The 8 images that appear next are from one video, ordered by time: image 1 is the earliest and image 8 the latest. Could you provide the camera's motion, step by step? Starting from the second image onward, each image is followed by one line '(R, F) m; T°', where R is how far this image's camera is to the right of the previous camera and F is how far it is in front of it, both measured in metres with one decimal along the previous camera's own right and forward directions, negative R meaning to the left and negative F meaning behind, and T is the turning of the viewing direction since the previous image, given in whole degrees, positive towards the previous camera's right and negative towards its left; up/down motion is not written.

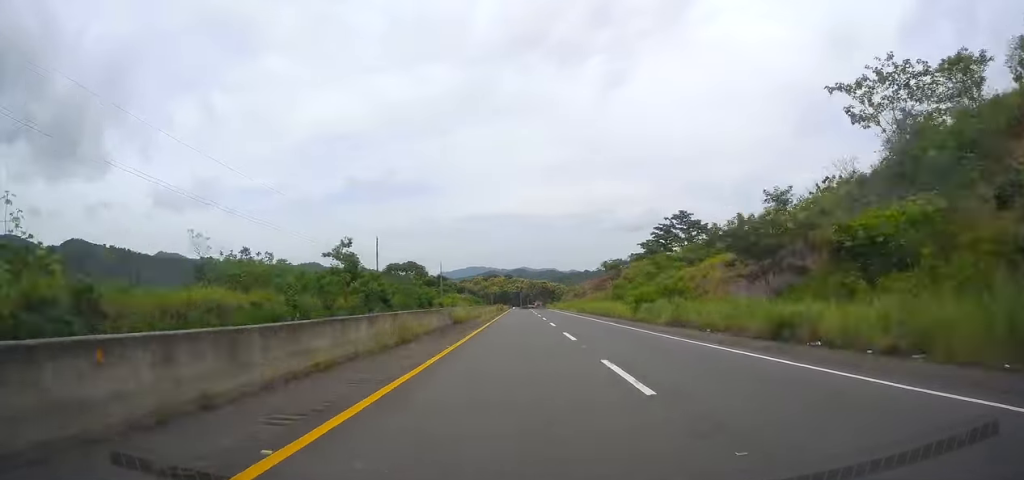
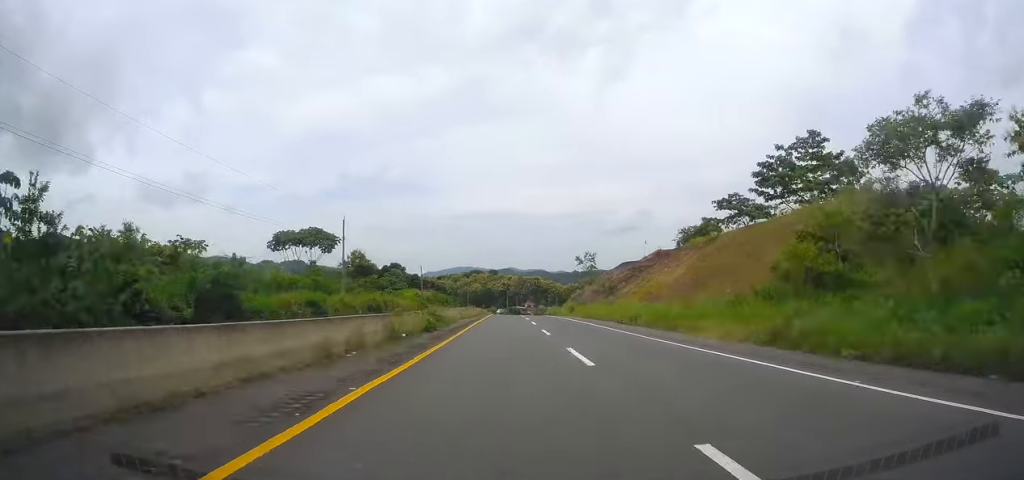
(-0.3, +68.5) m; +1°
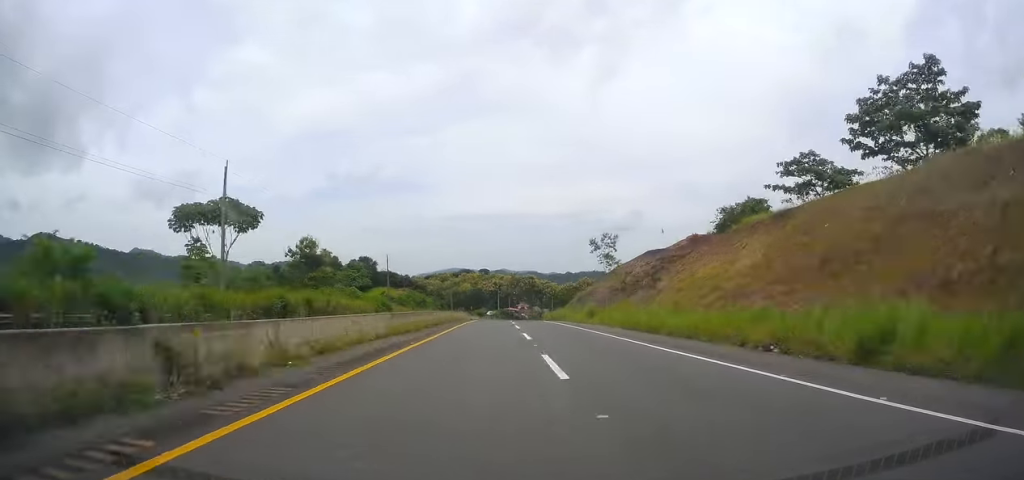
(+0.1, +26.1) m; +1°
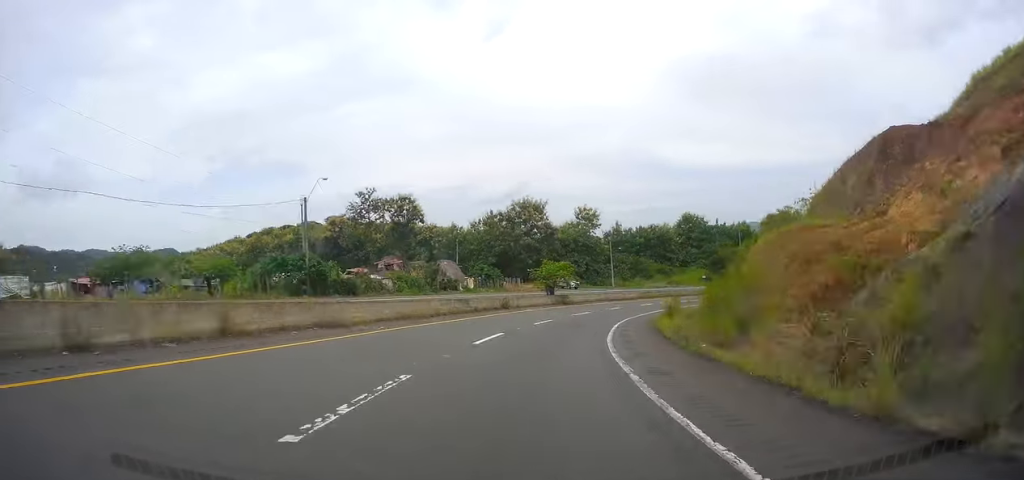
(+5.7, +149.2) m; +10°
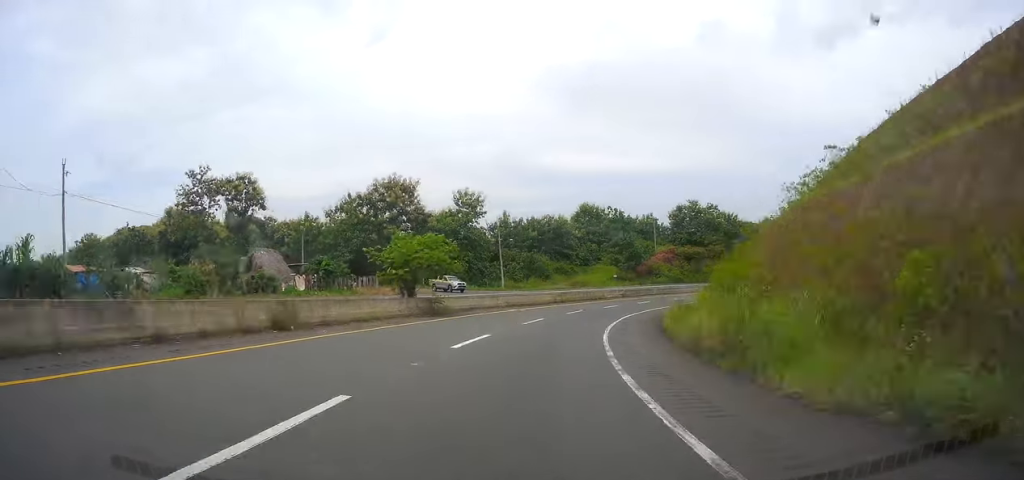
(-0.7, +27.6) m; +6°
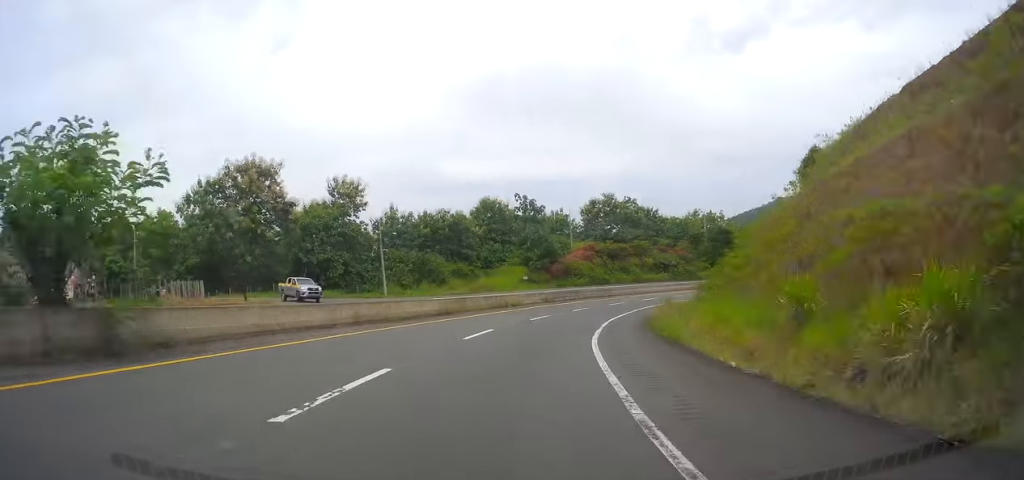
(+3.0, +21.7) m; +8°
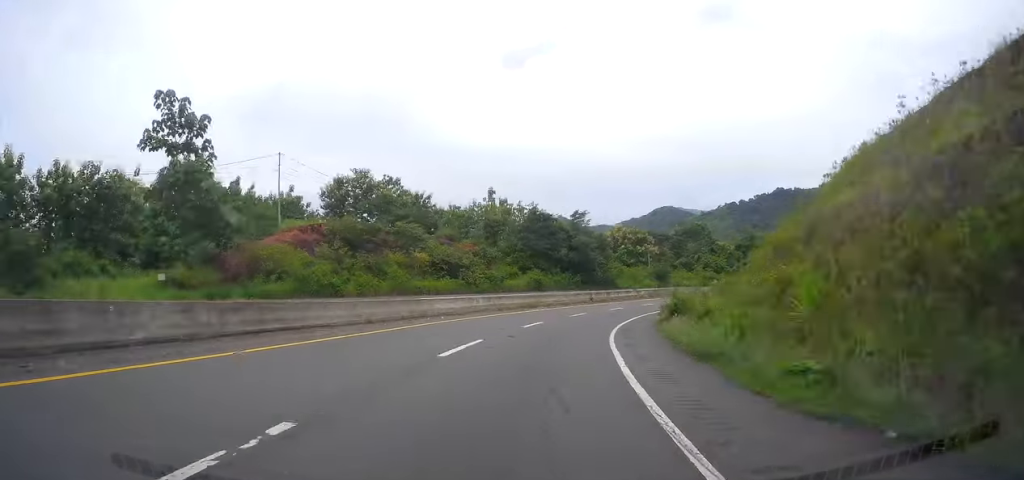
(+9.3, +50.9) m; +23°
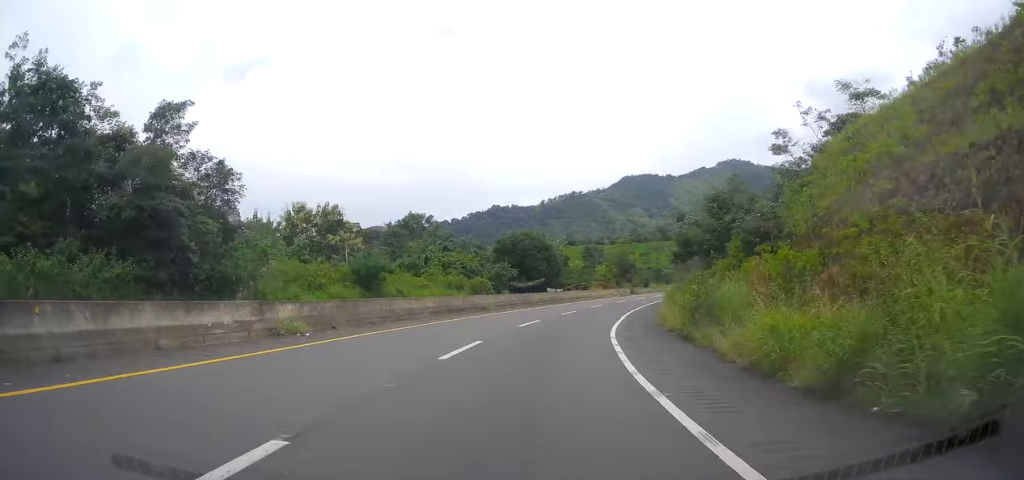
(+13.3, +56.7) m; +28°
